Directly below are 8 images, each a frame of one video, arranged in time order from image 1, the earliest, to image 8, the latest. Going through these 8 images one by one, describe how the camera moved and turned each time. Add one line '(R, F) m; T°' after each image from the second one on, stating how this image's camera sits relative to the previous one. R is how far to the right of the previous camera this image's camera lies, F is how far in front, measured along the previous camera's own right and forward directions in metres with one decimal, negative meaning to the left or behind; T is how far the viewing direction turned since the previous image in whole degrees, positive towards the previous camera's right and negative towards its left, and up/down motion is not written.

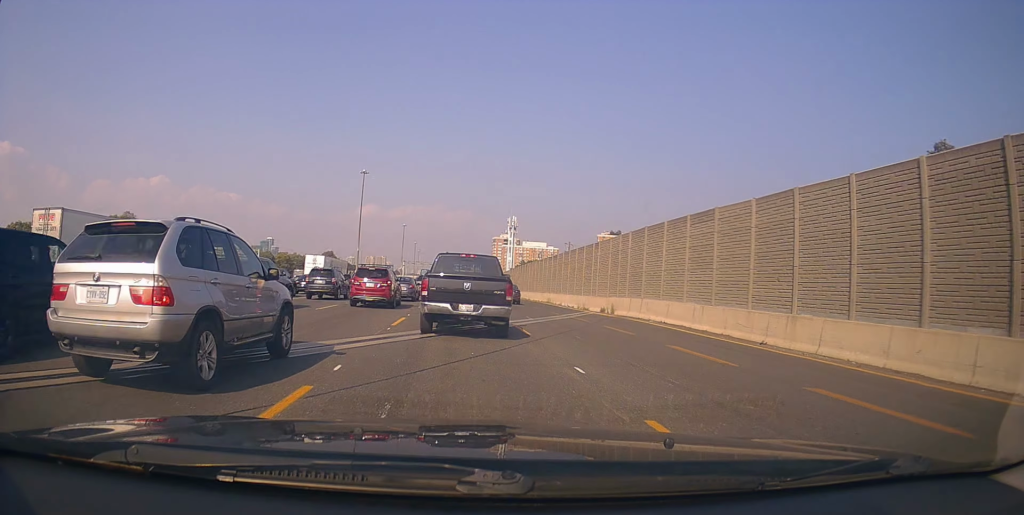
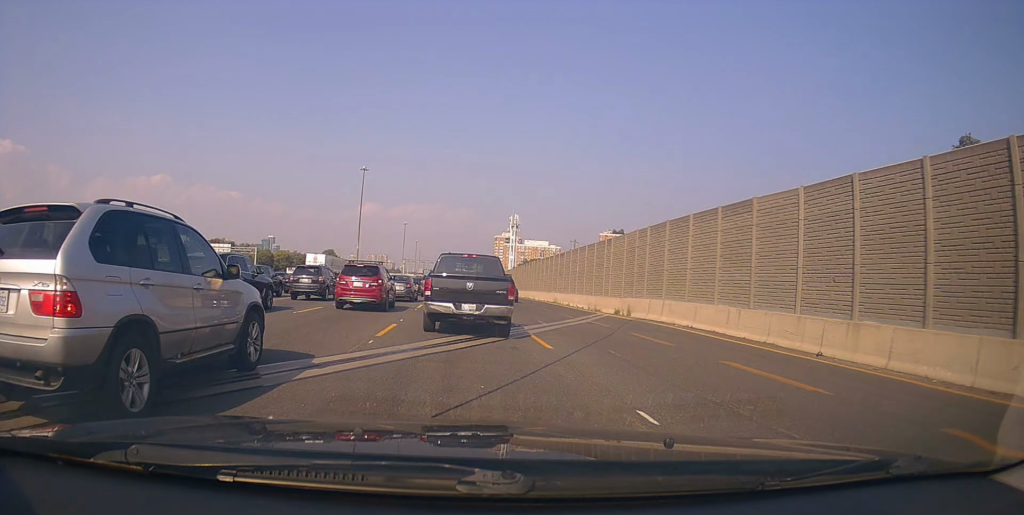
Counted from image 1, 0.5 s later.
(-0.1, +3.4) m; 0°
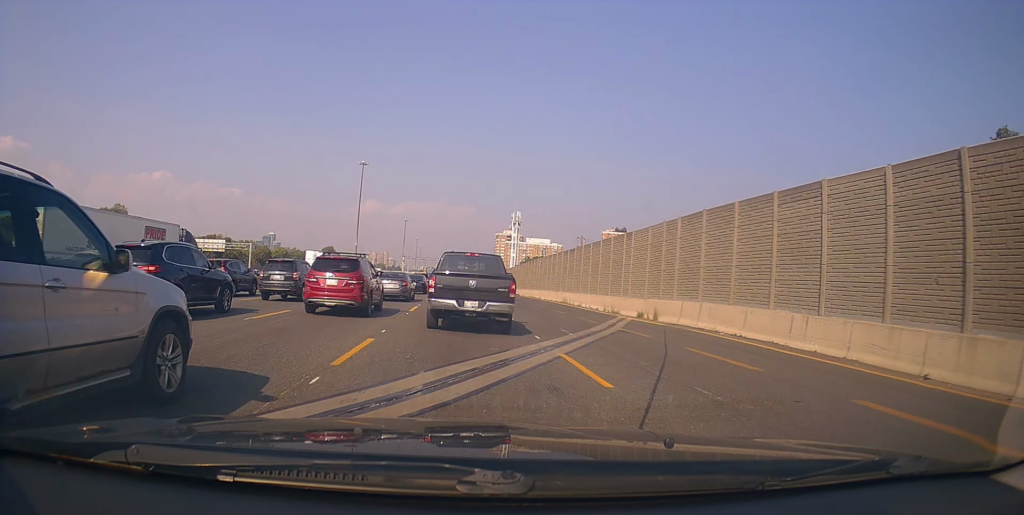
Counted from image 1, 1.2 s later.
(+0.1, +4.6) m; +4°
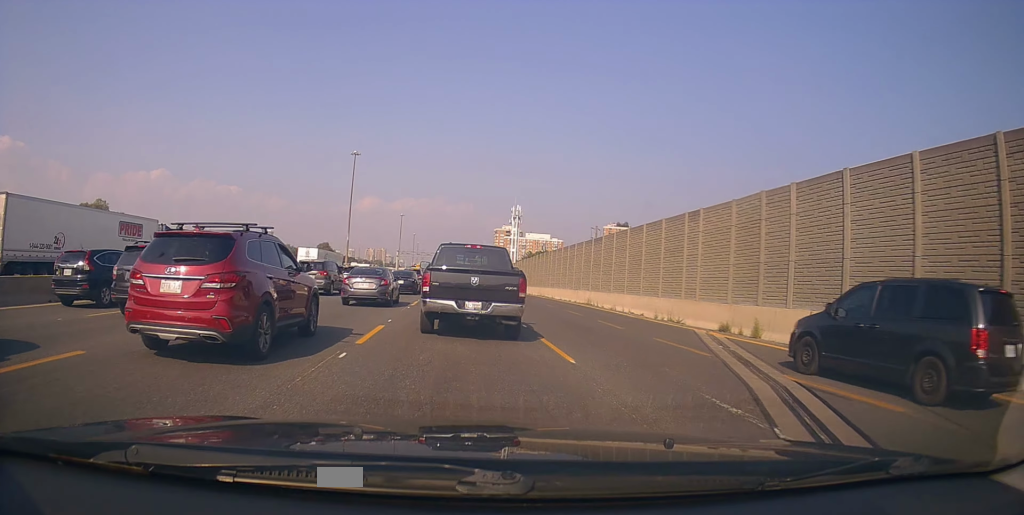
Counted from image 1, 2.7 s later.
(+0.1, +10.0) m; -3°
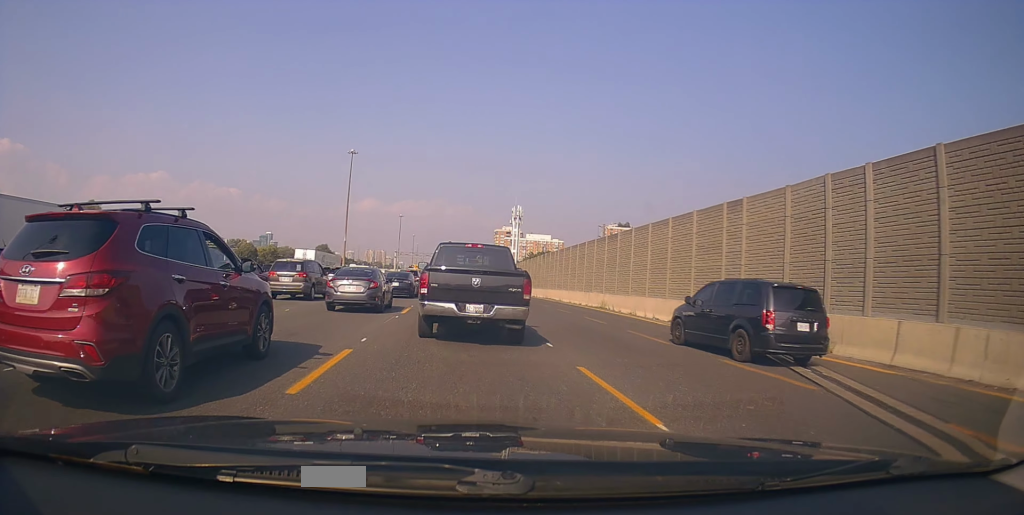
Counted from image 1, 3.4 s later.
(-0.5, +4.3) m; 0°
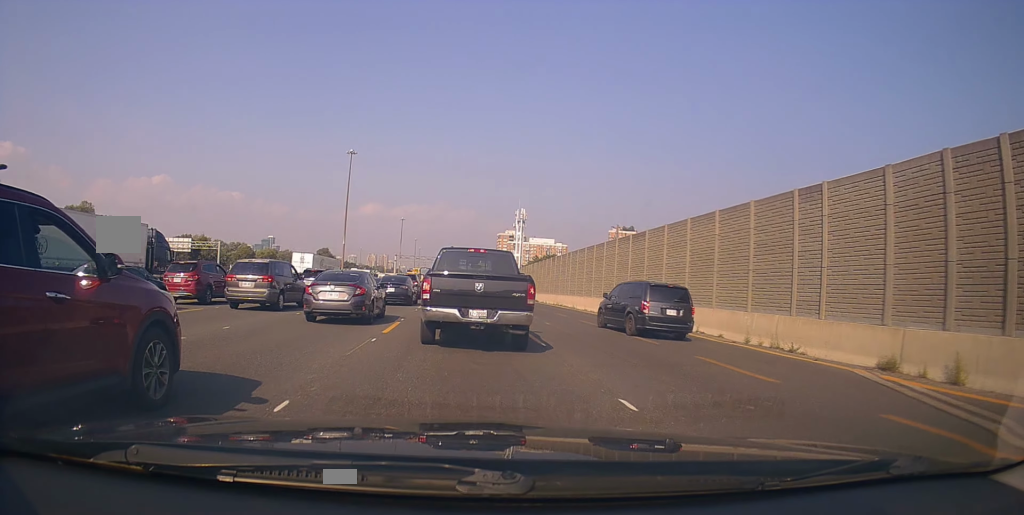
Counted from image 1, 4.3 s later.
(+0.8, +5.5) m; -2°
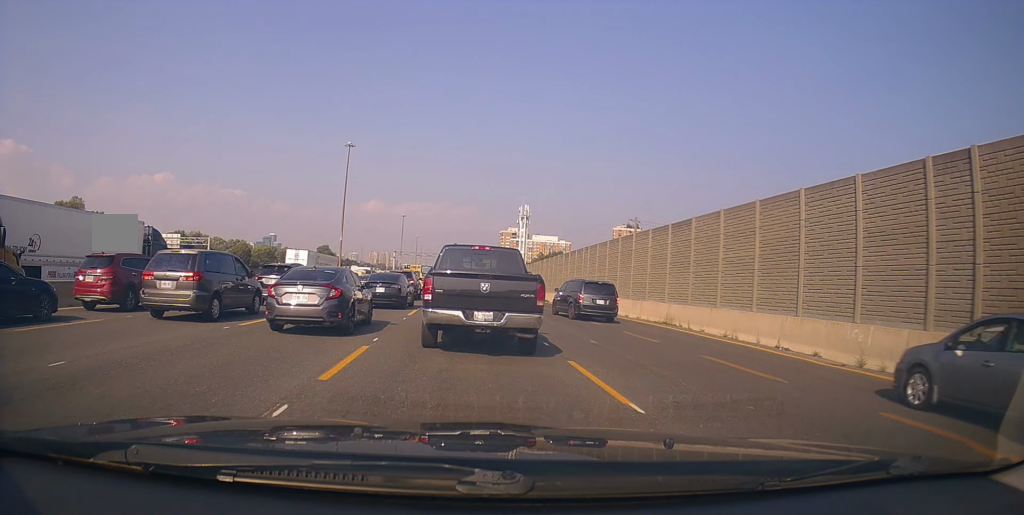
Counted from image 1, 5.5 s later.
(-1.0, +6.4) m; +2°
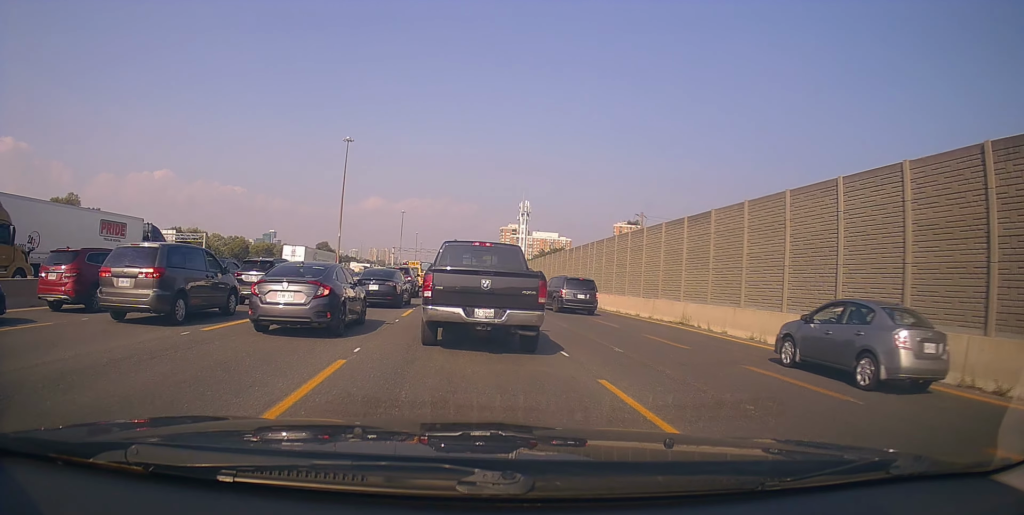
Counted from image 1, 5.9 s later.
(+0.6, +2.2) m; +2°
